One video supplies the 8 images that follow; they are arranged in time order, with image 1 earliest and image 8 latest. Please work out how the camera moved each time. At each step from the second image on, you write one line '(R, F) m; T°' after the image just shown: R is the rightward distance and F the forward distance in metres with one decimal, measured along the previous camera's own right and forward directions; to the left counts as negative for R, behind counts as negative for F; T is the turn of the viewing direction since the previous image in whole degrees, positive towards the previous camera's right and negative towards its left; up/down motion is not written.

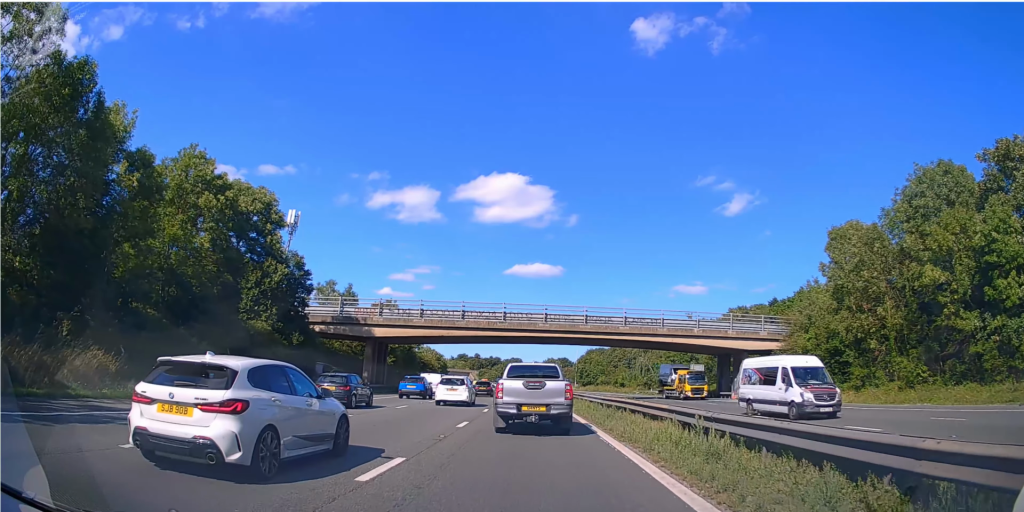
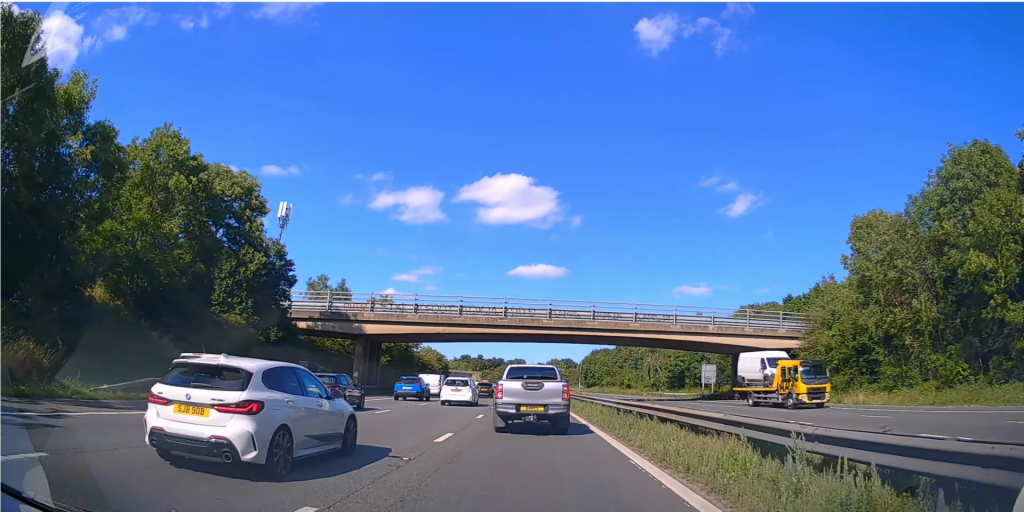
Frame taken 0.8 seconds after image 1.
(0.0, +3.5) m; -1°
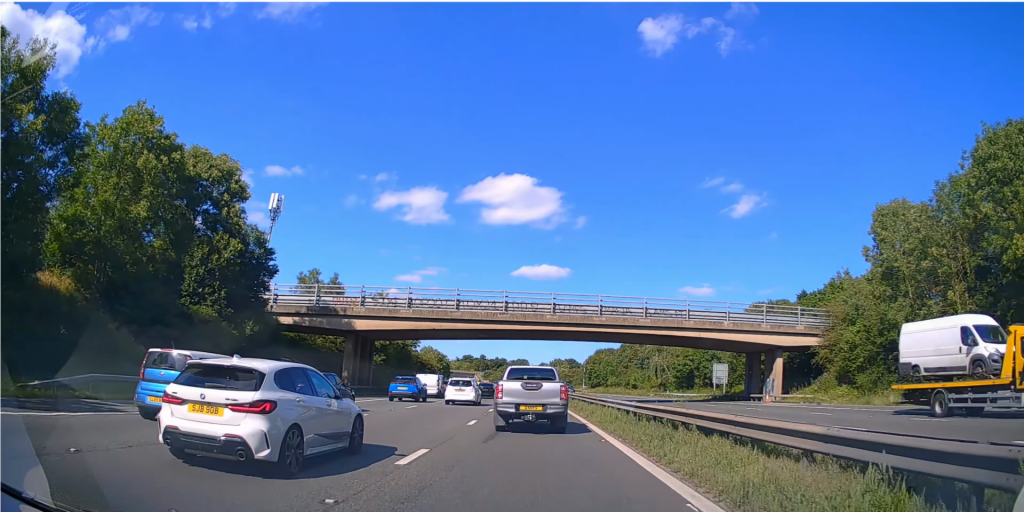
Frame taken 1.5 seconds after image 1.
(-0.1, +3.3) m; -1°
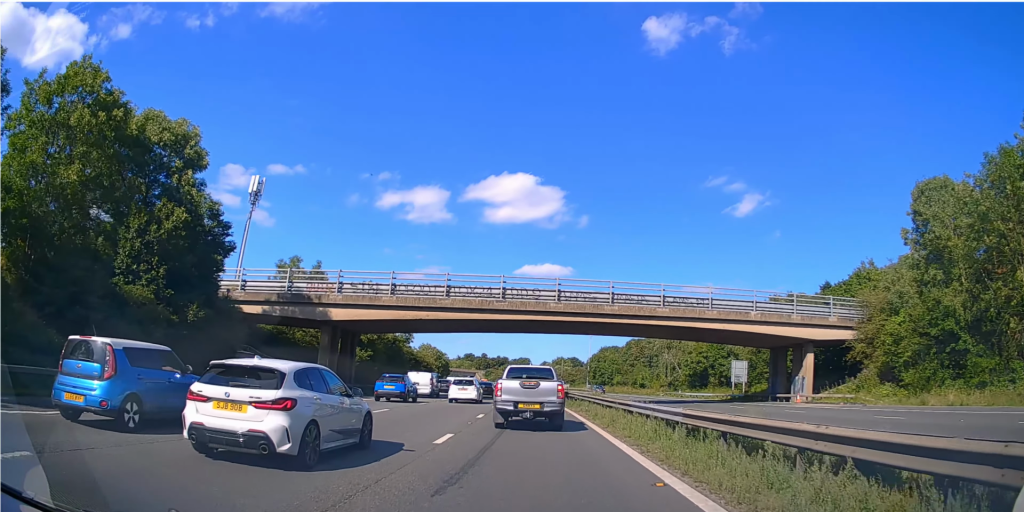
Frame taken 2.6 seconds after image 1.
(-0.1, +6.5) m; 0°
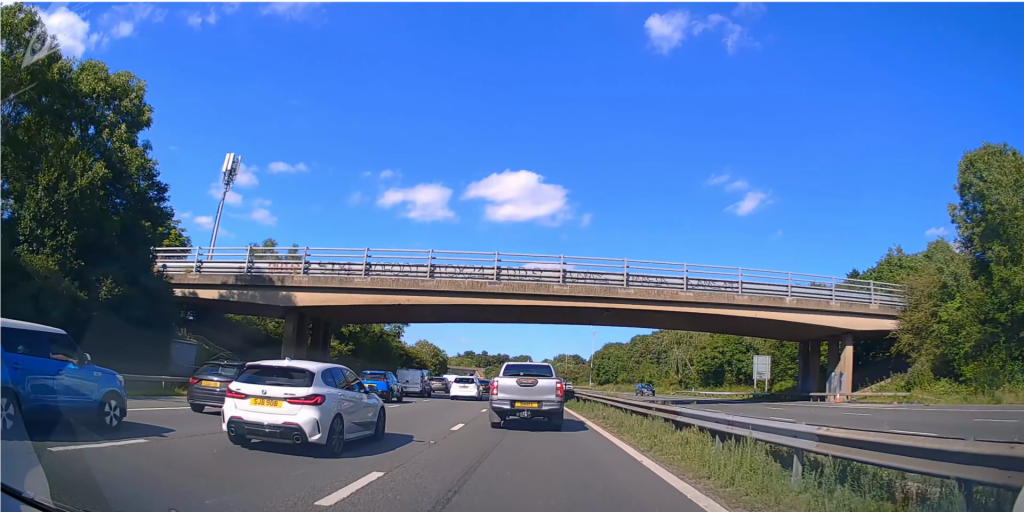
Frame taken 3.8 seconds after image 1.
(+0.1, +6.1) m; +2°
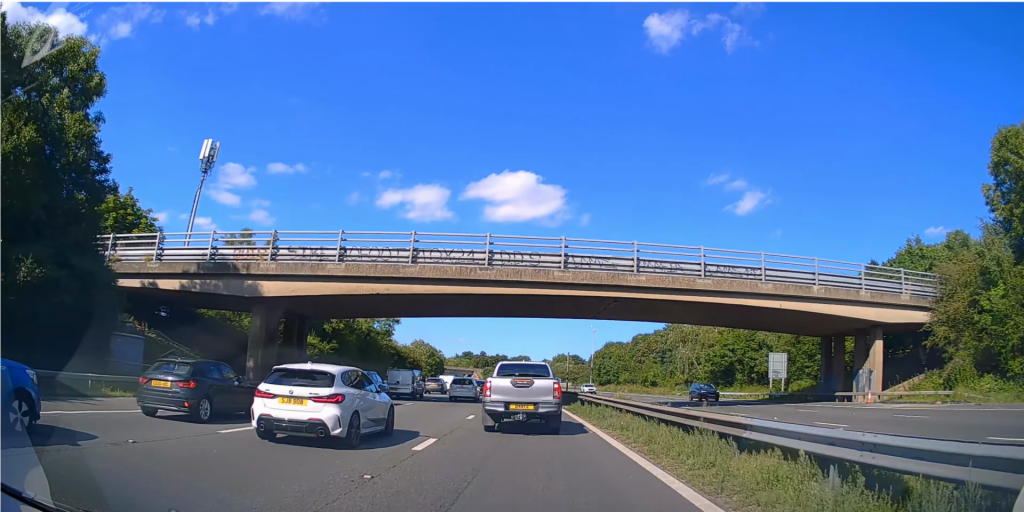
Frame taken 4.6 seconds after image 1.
(+0.1, +3.1) m; +1°
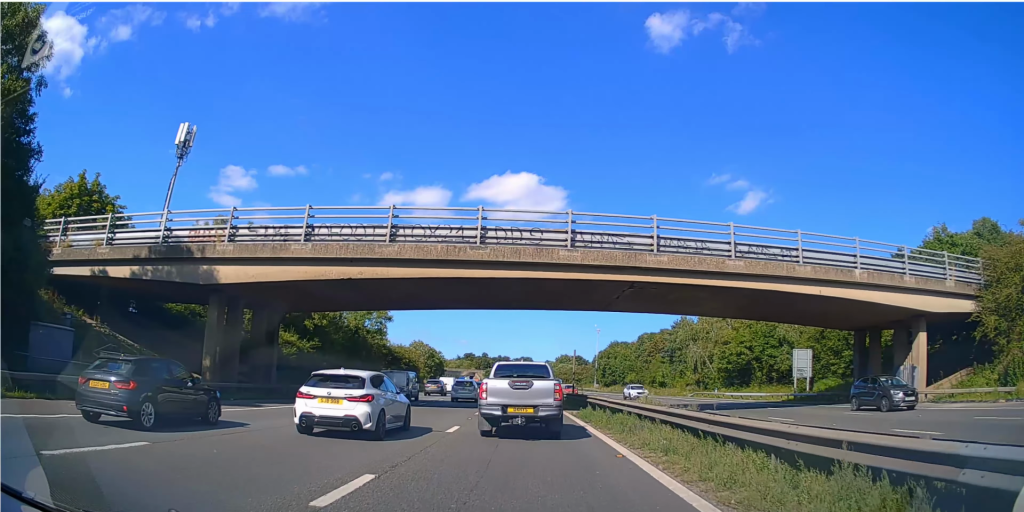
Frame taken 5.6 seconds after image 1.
(0.0, +3.8) m; -1°
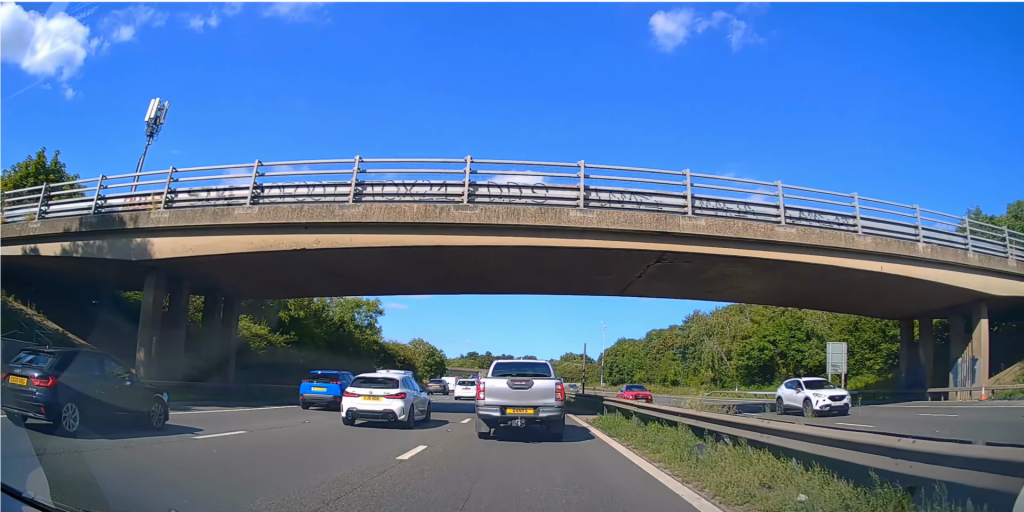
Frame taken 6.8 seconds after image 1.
(-0.2, +7.1) m; -3°
